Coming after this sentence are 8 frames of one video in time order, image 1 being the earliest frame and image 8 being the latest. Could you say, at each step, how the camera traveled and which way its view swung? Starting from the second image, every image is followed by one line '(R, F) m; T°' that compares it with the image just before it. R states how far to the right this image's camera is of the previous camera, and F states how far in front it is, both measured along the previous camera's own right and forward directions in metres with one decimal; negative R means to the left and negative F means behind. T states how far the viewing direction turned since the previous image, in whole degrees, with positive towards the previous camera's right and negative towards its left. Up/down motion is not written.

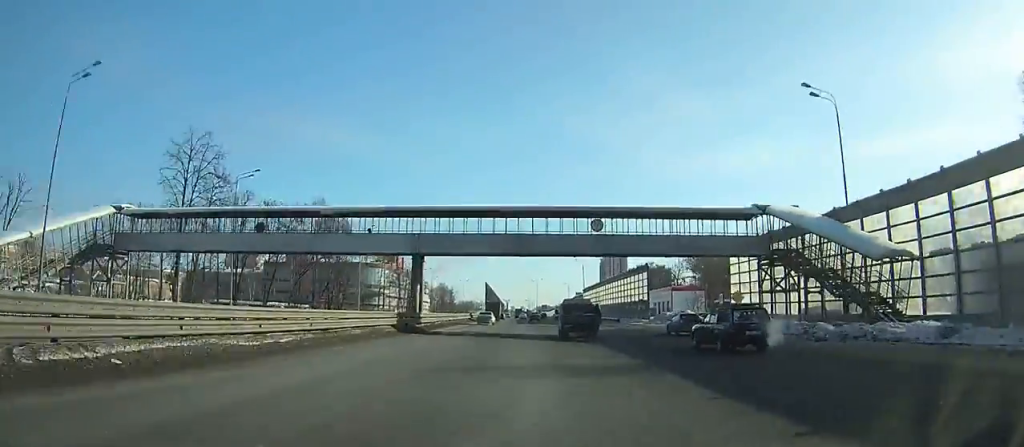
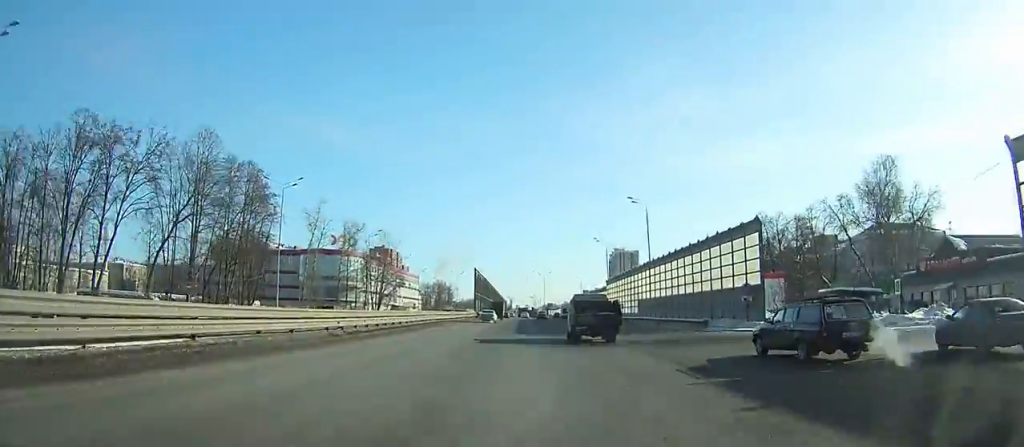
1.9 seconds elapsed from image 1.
(-0.2, +42.1) m; 0°
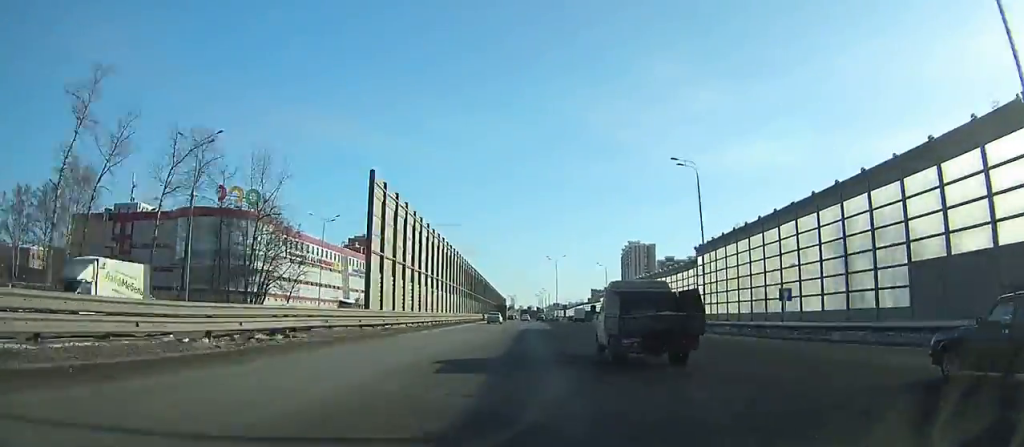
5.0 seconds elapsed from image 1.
(-0.1, +68.1) m; 0°
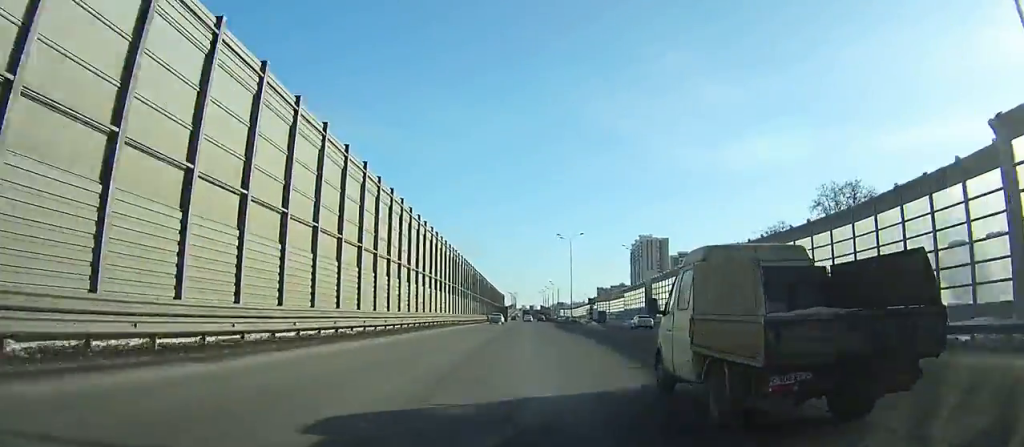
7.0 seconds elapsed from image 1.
(-0.2, +43.6) m; 0°
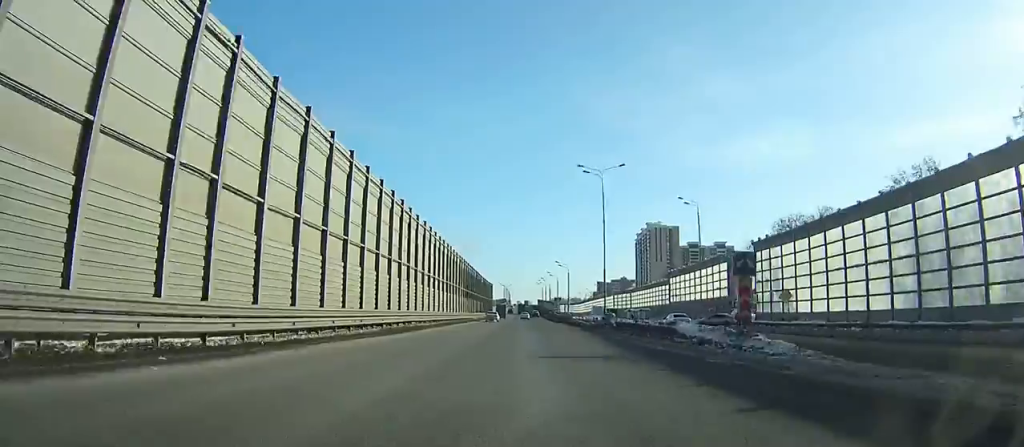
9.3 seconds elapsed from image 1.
(-0.1, +50.0) m; 0°
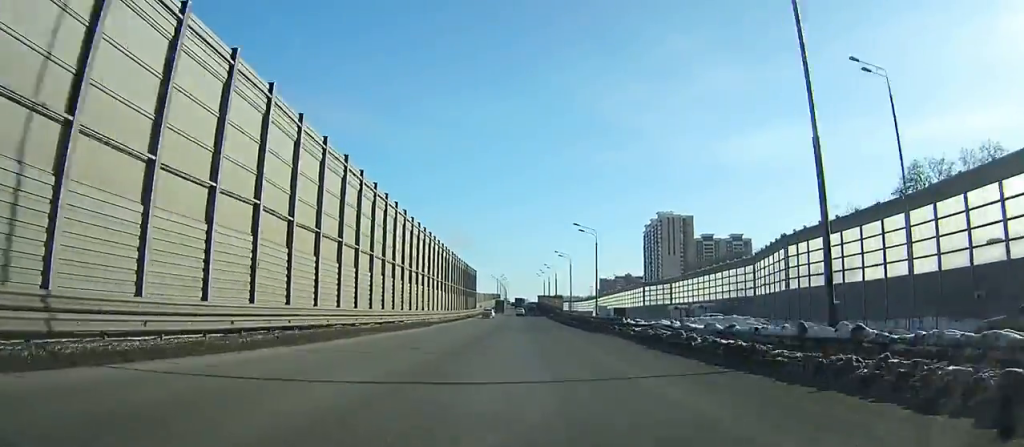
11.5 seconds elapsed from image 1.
(+0.3, +47.6) m; 0°
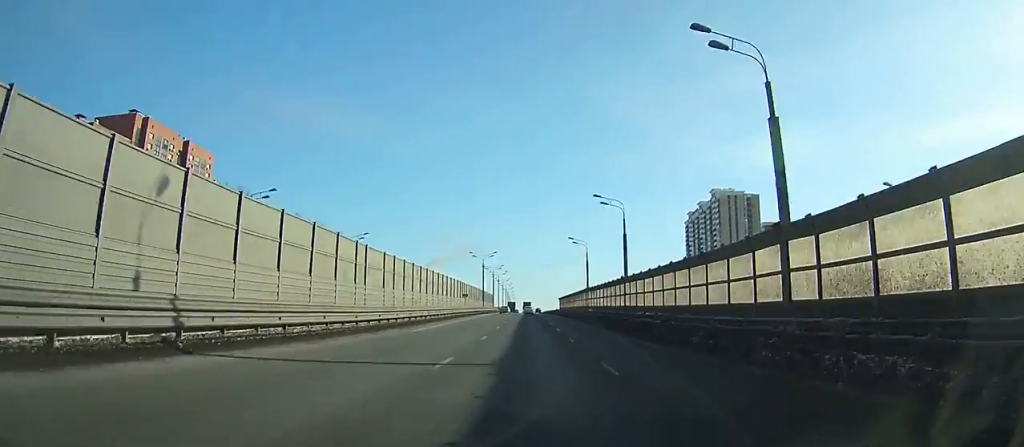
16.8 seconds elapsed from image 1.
(-0.9, +113.5) m; 0°
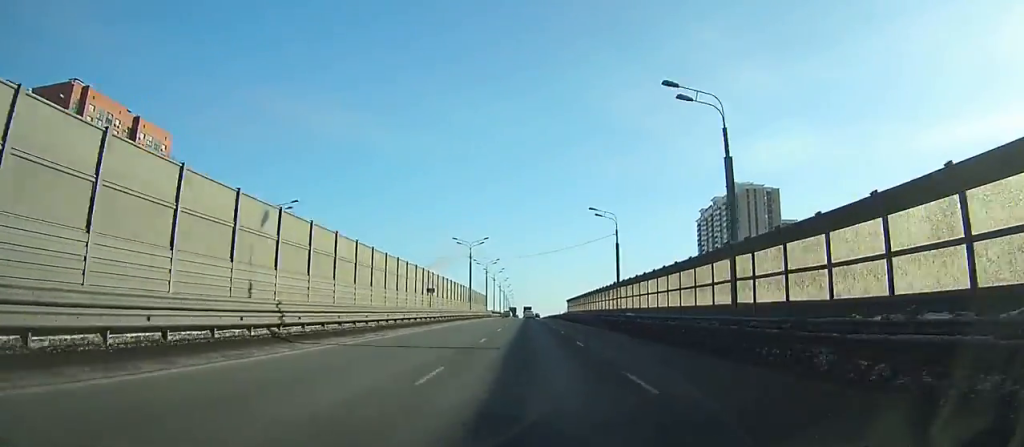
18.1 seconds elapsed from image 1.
(0.0, +27.7) m; 0°
